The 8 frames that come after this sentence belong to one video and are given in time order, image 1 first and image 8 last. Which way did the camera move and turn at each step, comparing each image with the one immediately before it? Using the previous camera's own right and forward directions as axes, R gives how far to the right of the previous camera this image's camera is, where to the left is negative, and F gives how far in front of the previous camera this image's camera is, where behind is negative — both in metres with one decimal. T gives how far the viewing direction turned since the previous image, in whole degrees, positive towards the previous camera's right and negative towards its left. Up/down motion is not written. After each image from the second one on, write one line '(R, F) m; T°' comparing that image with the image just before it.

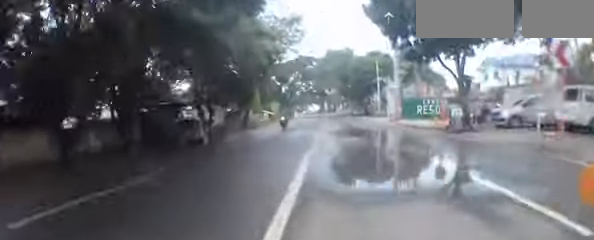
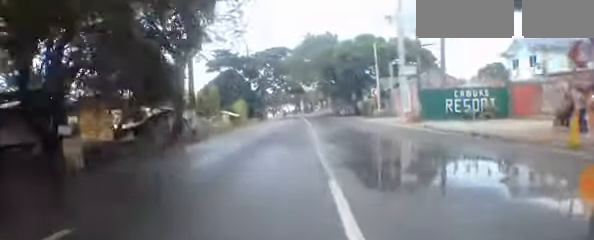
(+0.6, +11.9) m; +6°
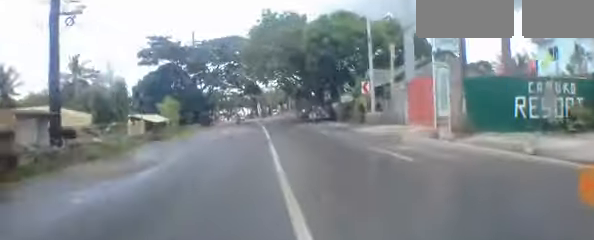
(+0.7, +11.4) m; +4°
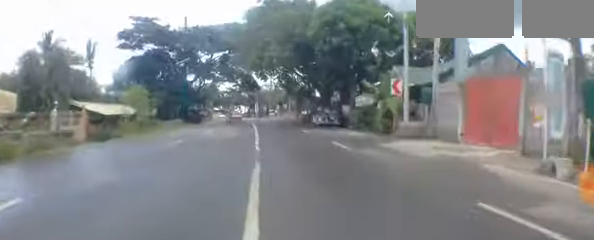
(+0.3, +6.3) m; 0°
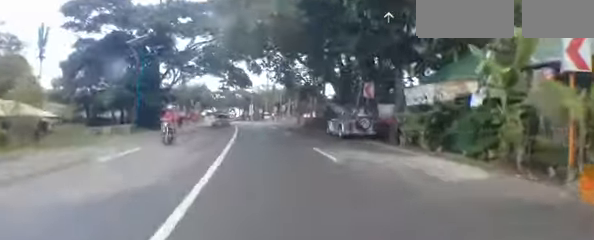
(-0.5, +10.8) m; -2°
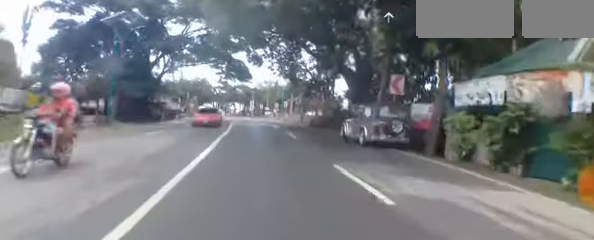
(0.0, +4.4) m; -1°
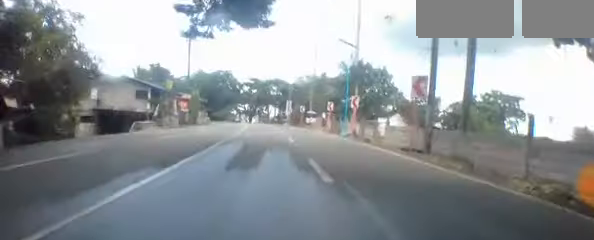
(-1.6, +26.1) m; -9°
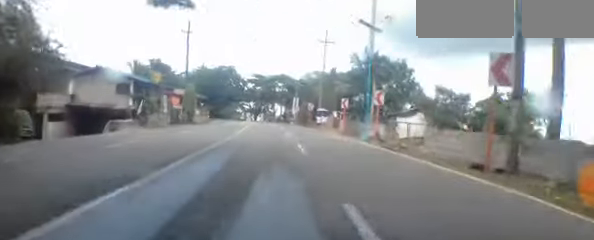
(+0.1, +5.0) m; -2°
